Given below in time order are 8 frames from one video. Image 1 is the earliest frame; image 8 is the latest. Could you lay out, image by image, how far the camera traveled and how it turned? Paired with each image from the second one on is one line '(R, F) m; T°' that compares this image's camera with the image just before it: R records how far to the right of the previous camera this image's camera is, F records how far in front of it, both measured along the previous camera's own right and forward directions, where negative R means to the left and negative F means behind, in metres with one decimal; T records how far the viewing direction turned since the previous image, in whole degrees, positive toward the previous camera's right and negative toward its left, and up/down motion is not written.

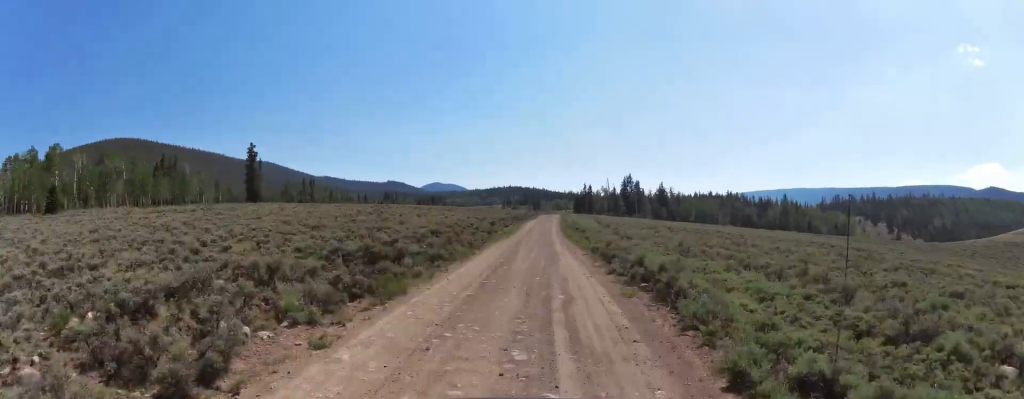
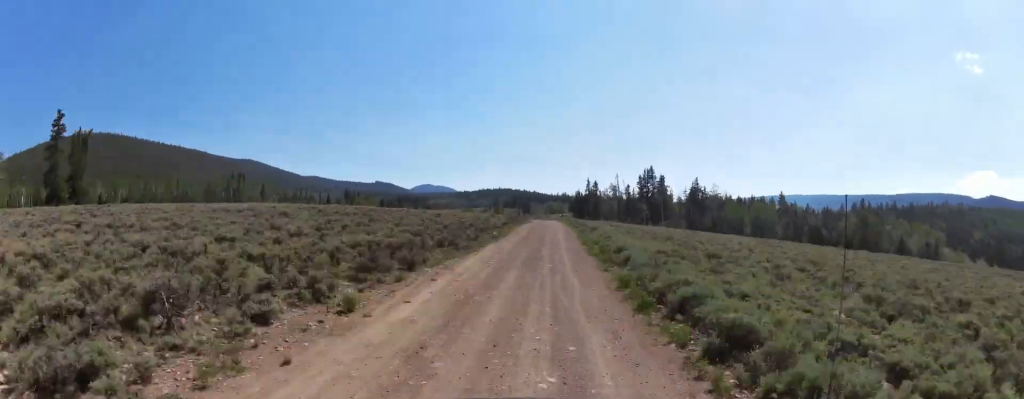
(-0.7, +59.7) m; 0°
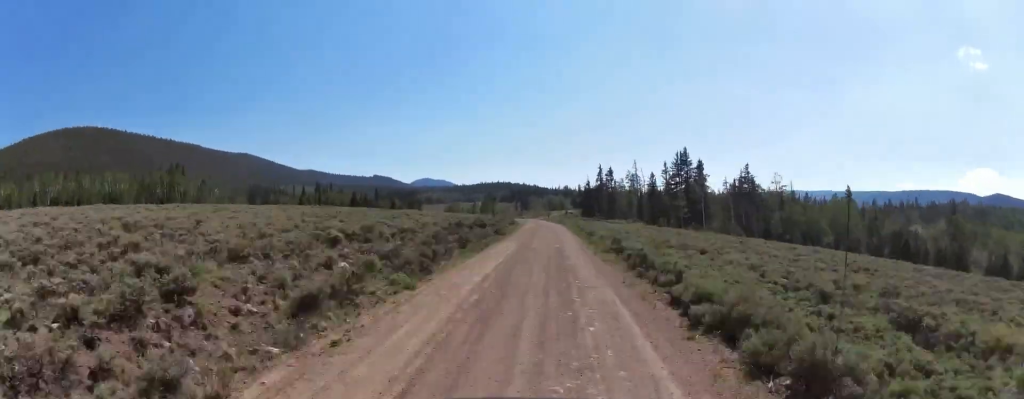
(+0.5, +40.1) m; -5°
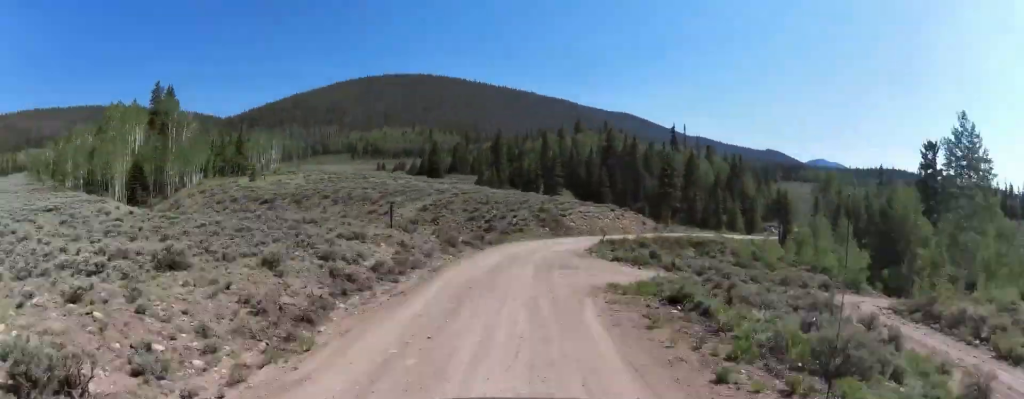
(-26.6, +127.6) m; -16°
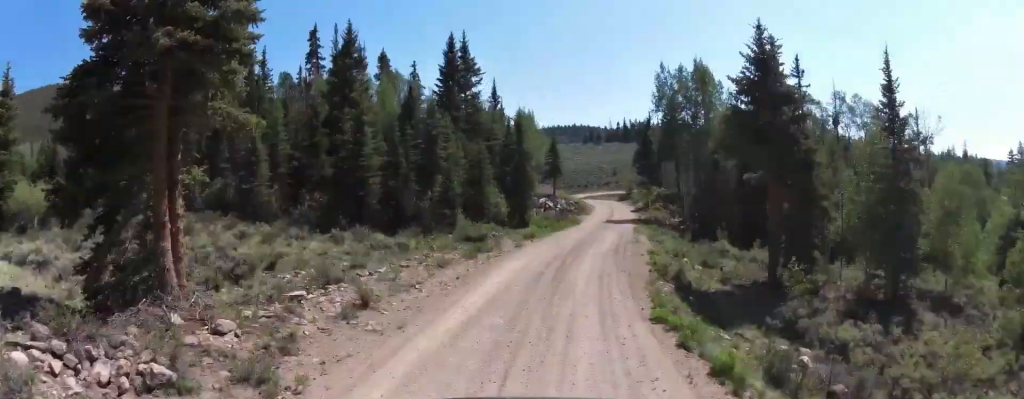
(+10.9, +71.3) m; +15°
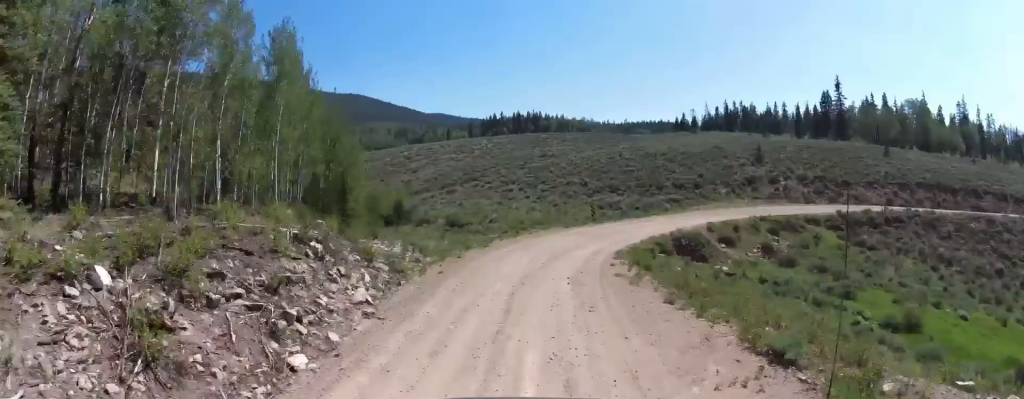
(+18.2, +74.0) m; +46°
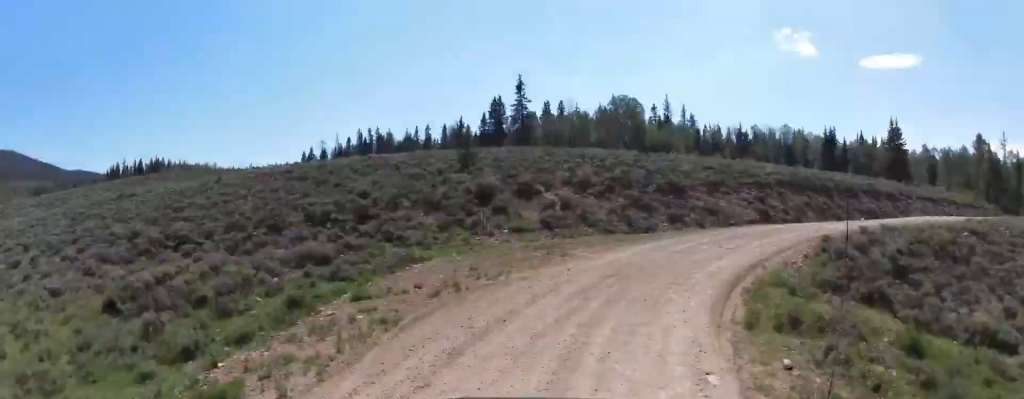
(+10.8, +31.2) m; +27°
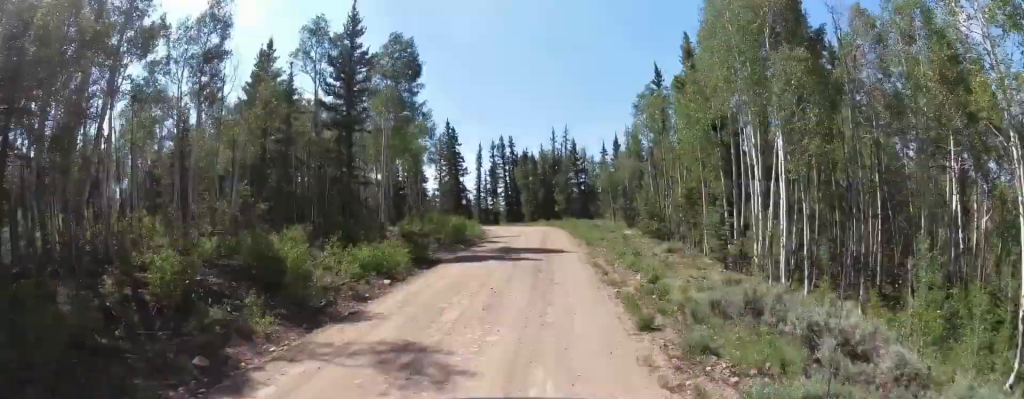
(+35.7, +83.5) m; +2°
